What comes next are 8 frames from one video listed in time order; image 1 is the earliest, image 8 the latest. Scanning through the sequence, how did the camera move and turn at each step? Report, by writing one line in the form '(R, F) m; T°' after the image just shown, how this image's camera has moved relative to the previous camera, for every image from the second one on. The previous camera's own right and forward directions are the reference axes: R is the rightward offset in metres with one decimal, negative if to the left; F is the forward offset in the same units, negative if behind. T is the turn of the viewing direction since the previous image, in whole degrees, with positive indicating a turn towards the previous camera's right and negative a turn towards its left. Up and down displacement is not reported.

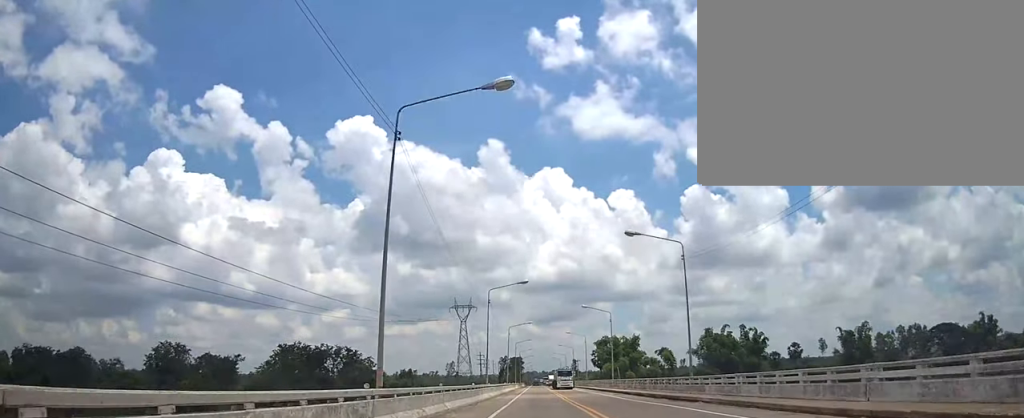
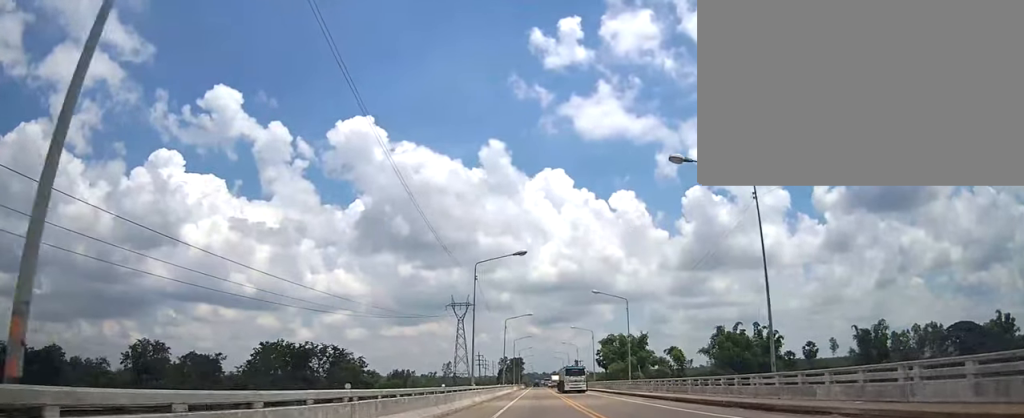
(+0.4, +11.7) m; 0°
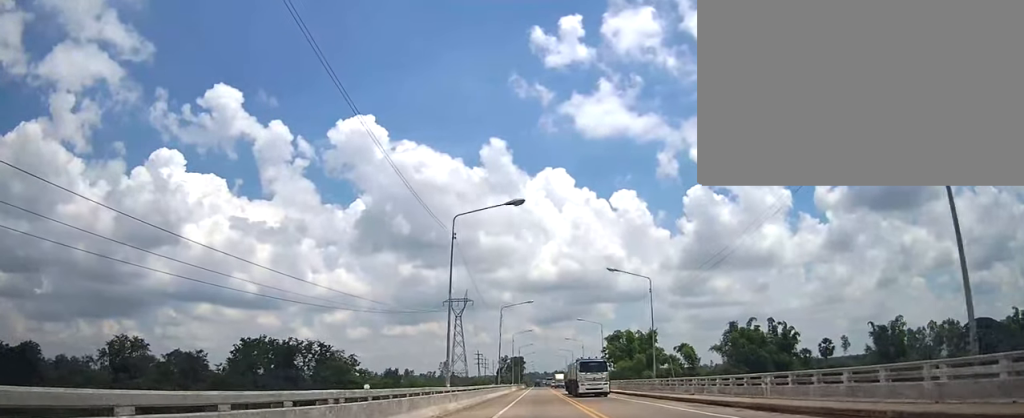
(+0.2, +11.0) m; 0°
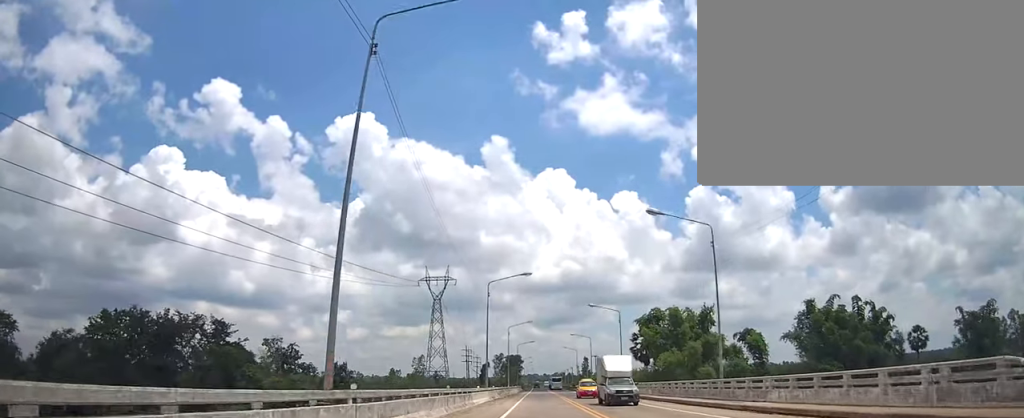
(-1.3, +50.9) m; -1°
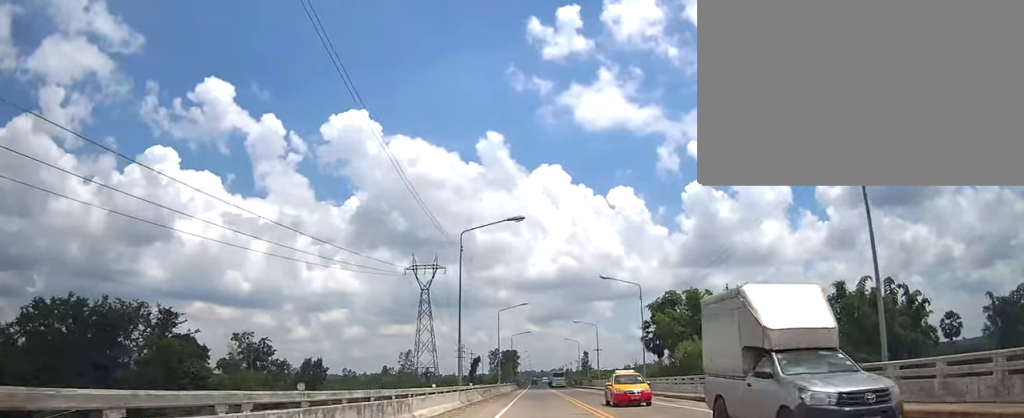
(-0.2, +14.6) m; +1°
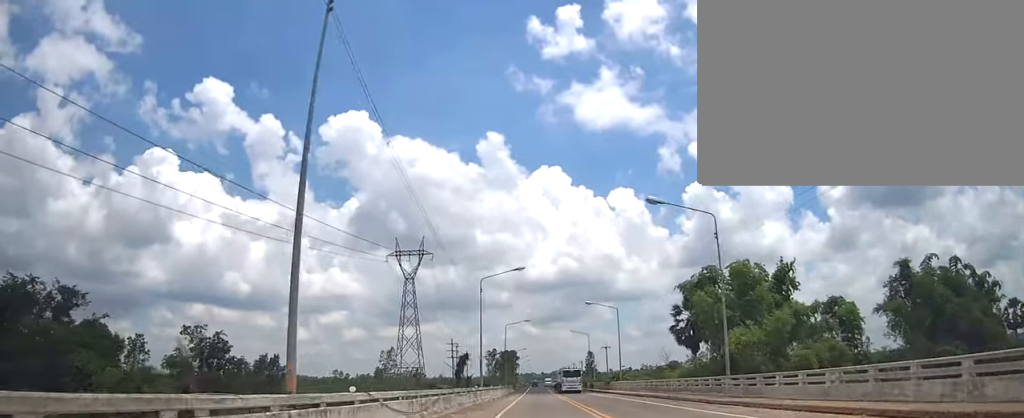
(+0.7, +21.3) m; 0°
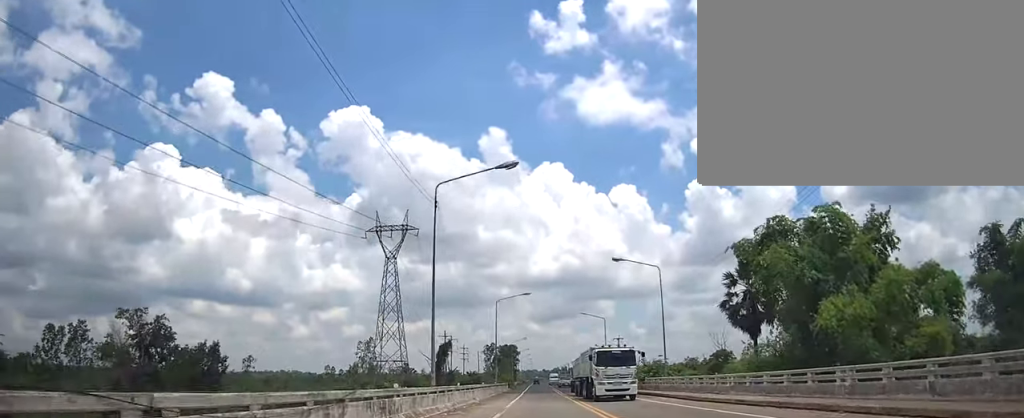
(-0.4, +21.0) m; -2°
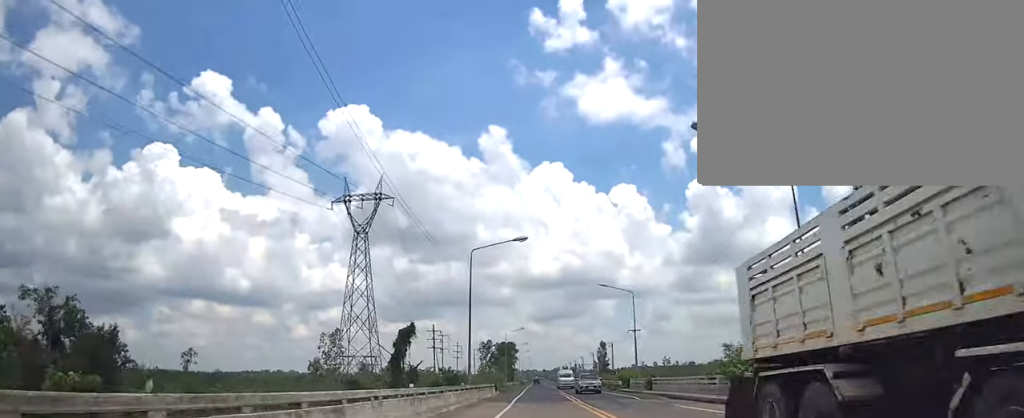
(-0.2, +22.2) m; +1°
